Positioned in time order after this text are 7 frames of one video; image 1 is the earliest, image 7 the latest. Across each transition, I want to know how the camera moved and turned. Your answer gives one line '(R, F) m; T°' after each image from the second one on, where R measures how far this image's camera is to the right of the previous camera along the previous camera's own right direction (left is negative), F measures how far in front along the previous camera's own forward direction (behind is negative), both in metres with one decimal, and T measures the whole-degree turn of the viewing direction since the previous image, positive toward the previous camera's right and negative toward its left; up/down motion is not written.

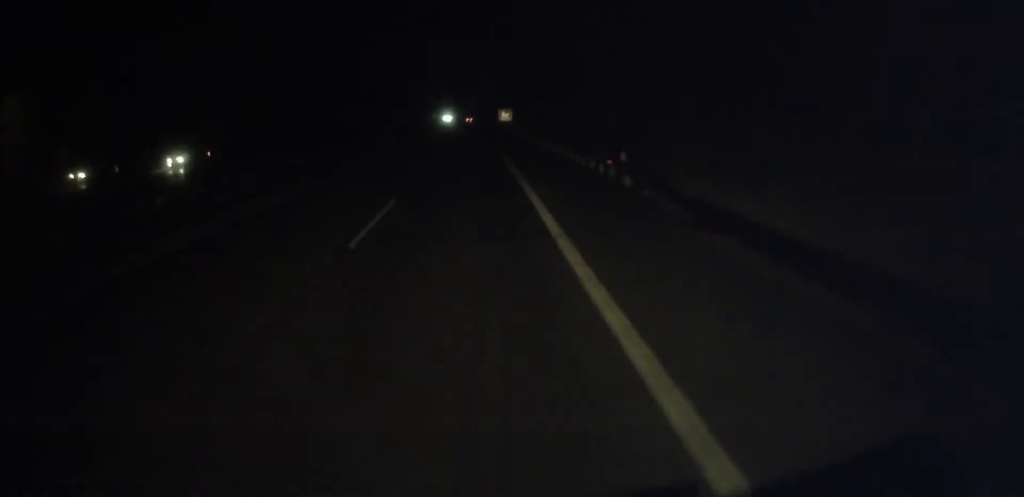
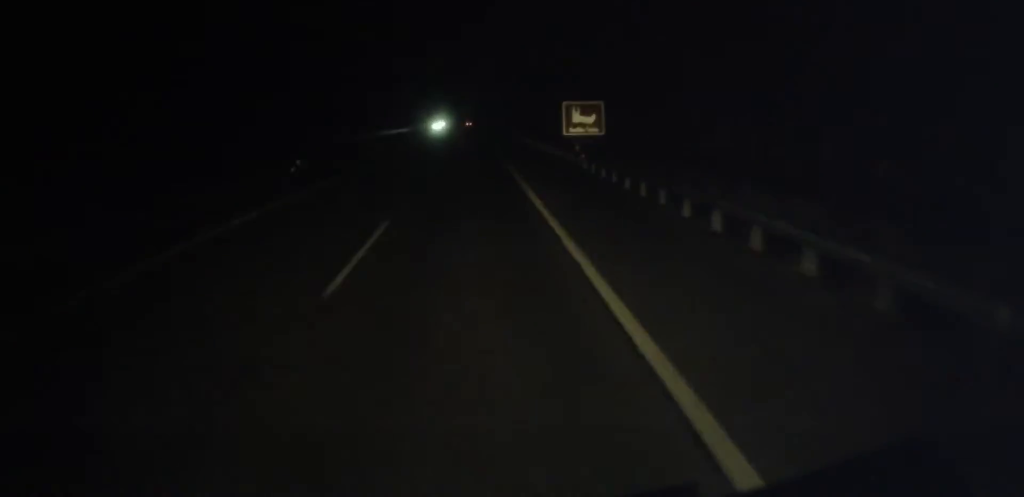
(+0.2, +88.0) m; 0°
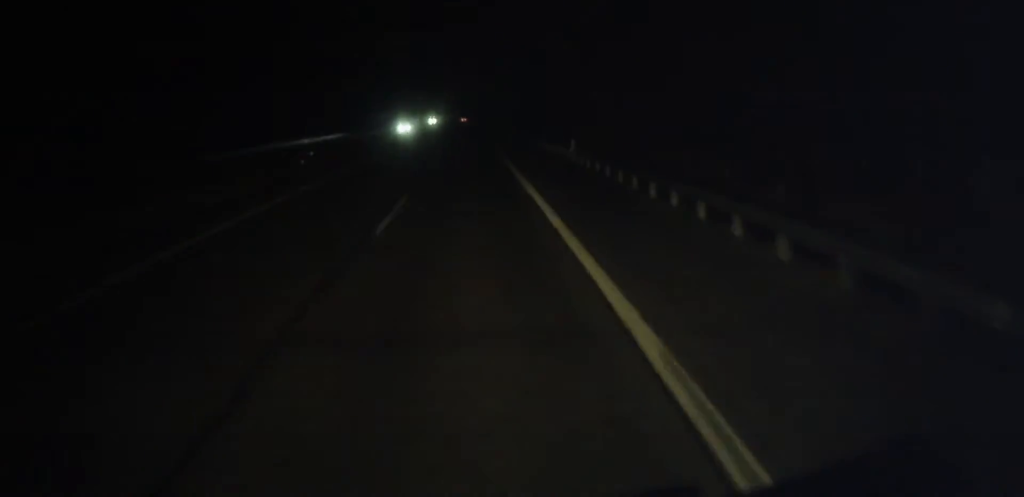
(-0.2, +47.2) m; 0°
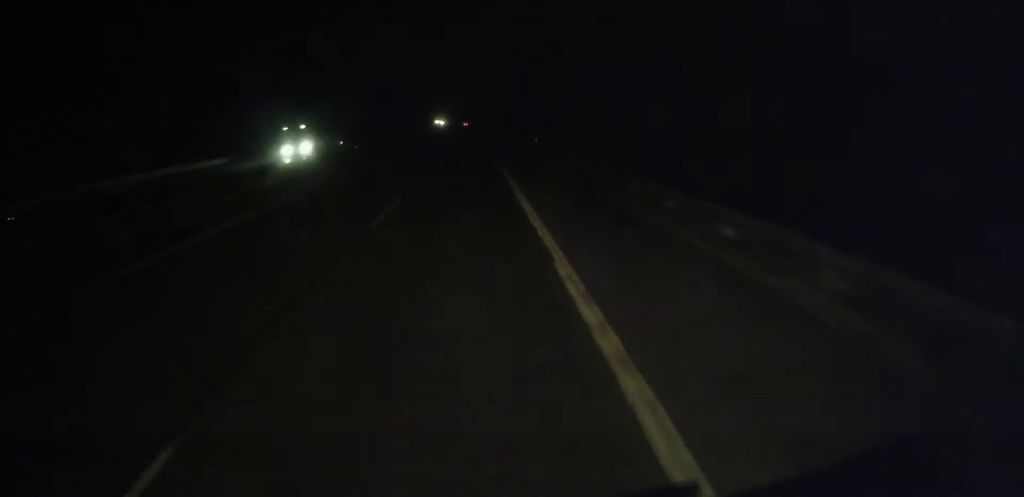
(-0.6, +135.4) m; -1°
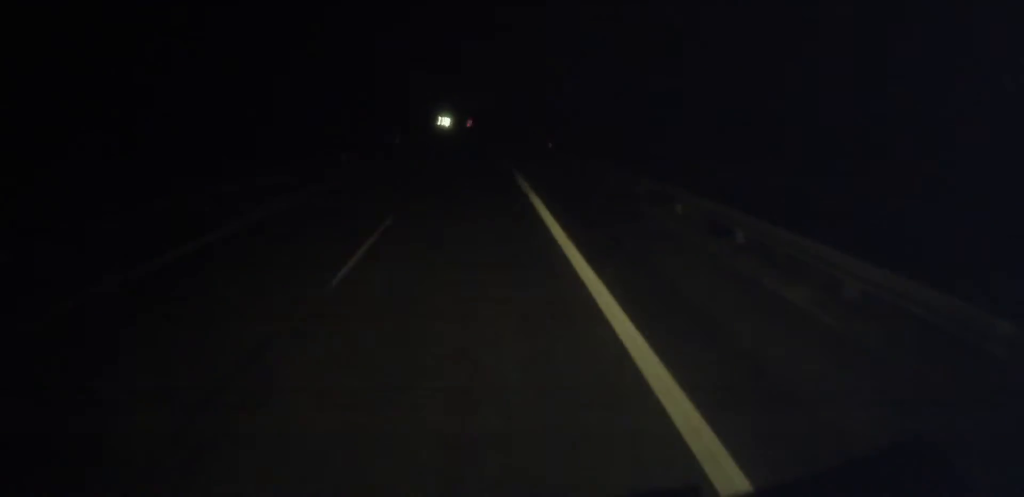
(-0.4, +56.7) m; 0°
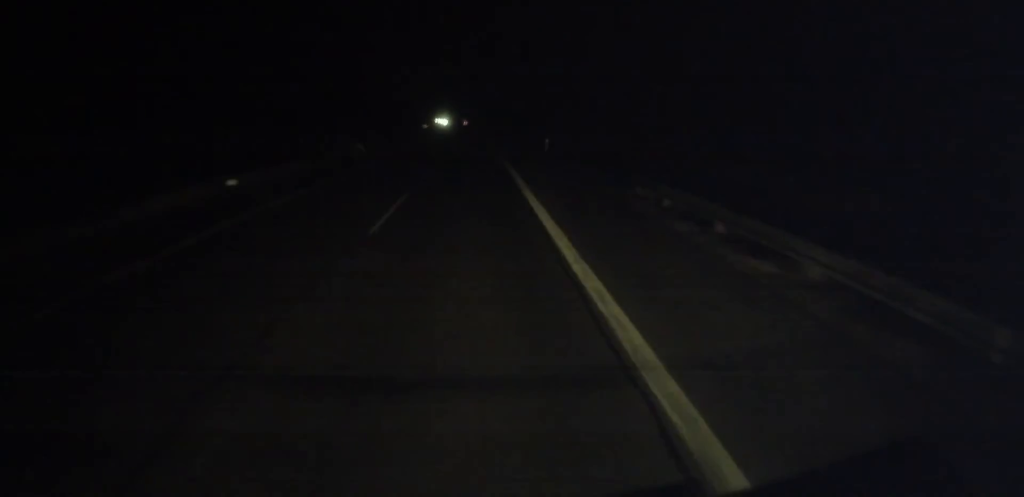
(-0.1, +47.1) m; 0°
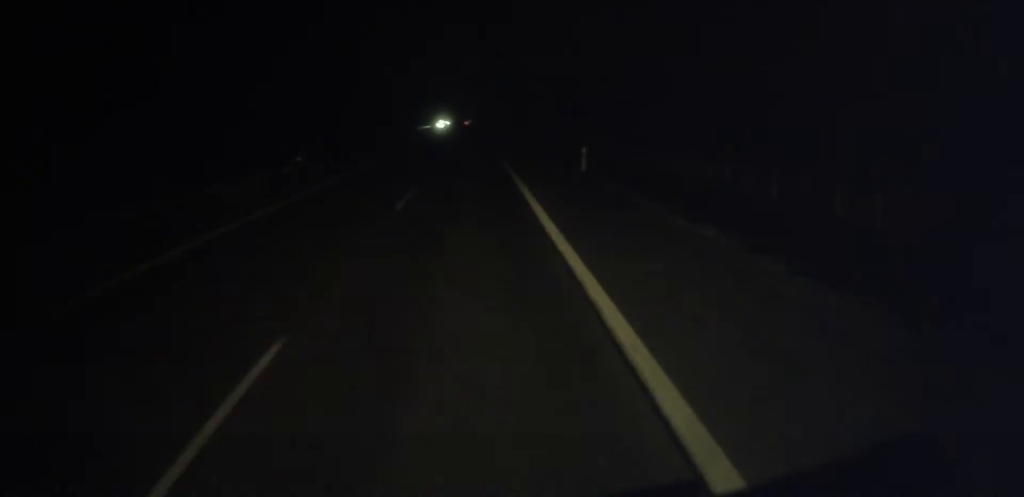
(-0.9, +116.1) m; -1°
